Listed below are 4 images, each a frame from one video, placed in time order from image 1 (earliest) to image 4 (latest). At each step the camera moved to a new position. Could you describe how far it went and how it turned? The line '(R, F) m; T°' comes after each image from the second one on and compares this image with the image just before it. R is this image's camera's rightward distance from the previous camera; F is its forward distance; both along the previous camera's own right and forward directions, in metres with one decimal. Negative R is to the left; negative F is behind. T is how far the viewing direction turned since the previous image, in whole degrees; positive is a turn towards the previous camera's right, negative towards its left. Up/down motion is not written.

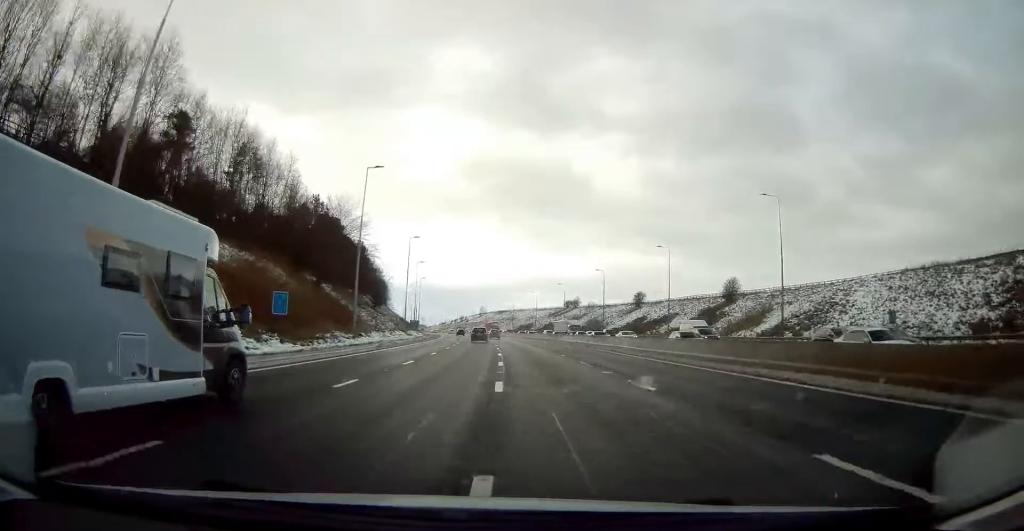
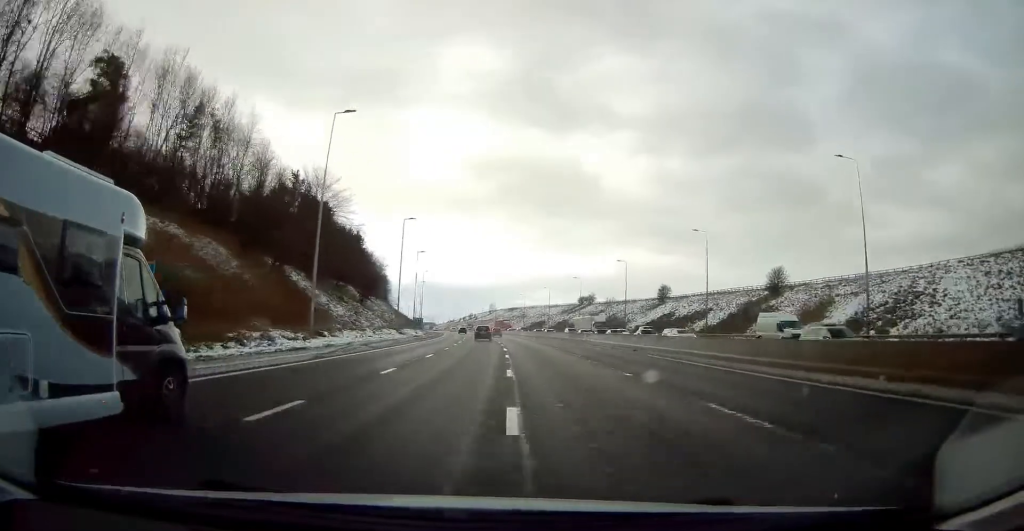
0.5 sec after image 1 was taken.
(-0.2, +13.7) m; -1°
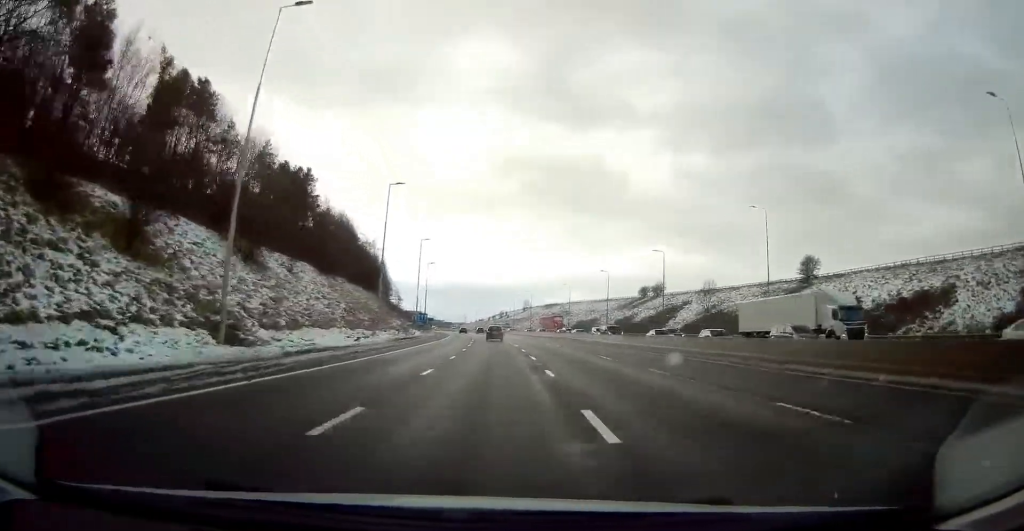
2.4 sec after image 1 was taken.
(-1.5, +53.4) m; -3°
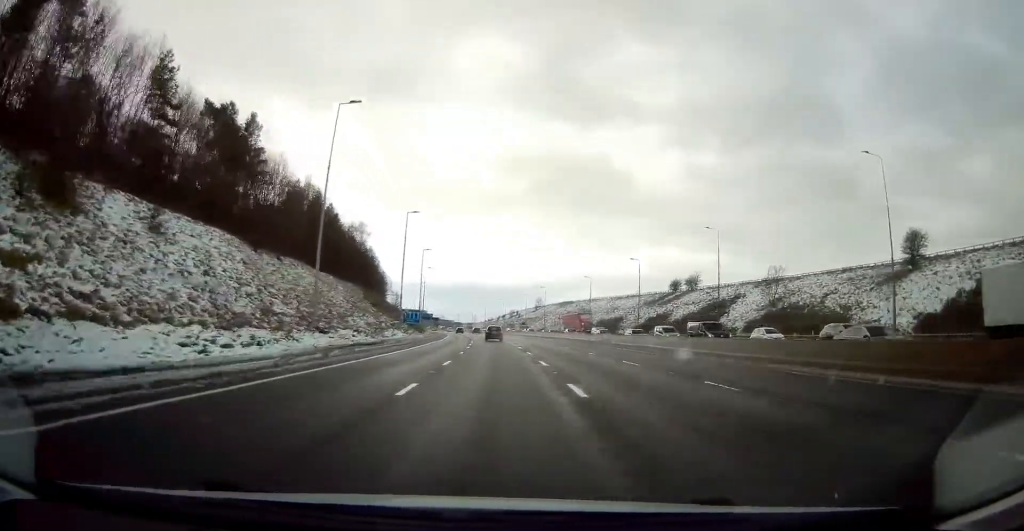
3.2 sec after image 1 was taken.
(-0.6, +22.2) m; -2°
